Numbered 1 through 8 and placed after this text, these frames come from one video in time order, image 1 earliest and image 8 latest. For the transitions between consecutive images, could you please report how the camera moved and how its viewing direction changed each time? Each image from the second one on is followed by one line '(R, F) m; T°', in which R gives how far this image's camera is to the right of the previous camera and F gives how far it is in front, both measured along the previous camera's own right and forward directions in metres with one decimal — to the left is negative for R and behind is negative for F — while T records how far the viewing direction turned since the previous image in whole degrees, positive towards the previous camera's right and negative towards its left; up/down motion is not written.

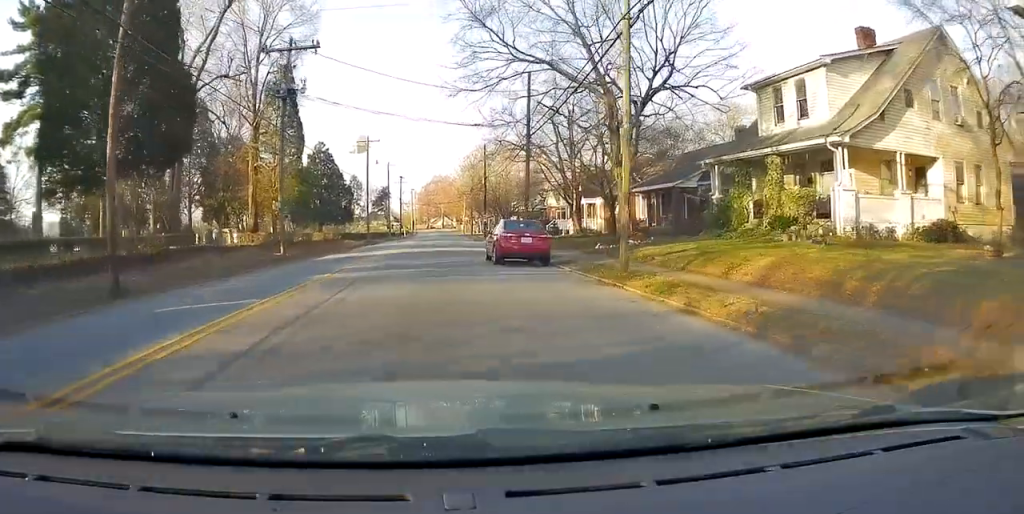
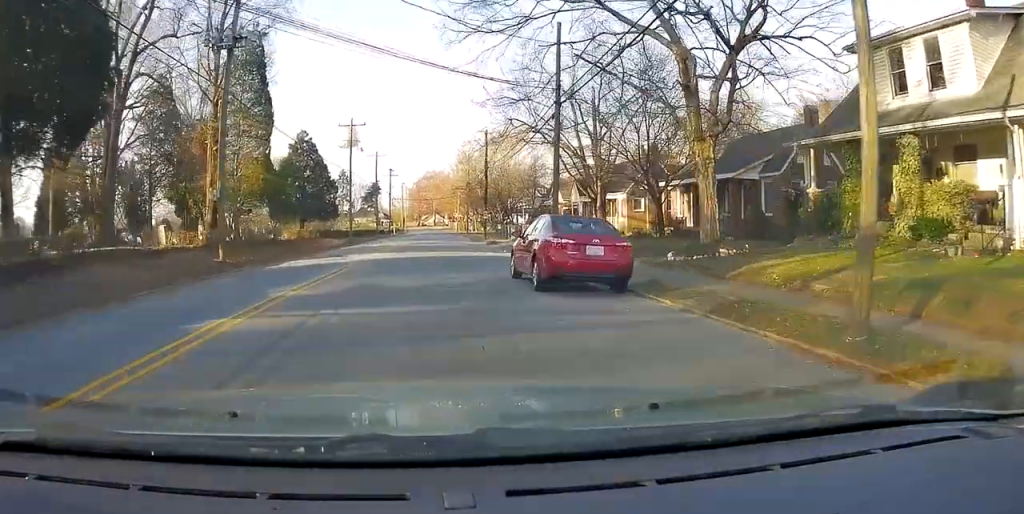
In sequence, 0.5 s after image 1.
(-0.1, +7.9) m; -1°
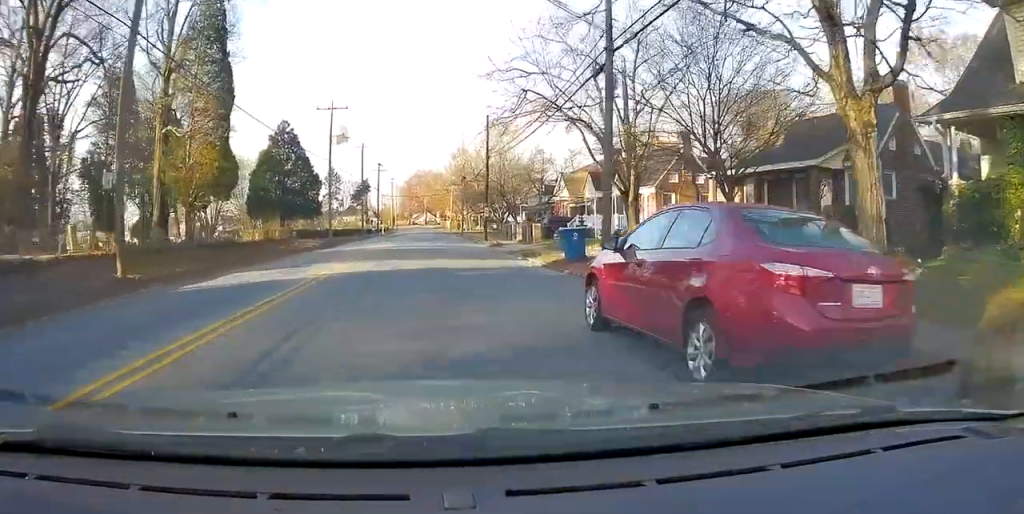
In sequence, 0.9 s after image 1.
(0.0, +7.1) m; +1°
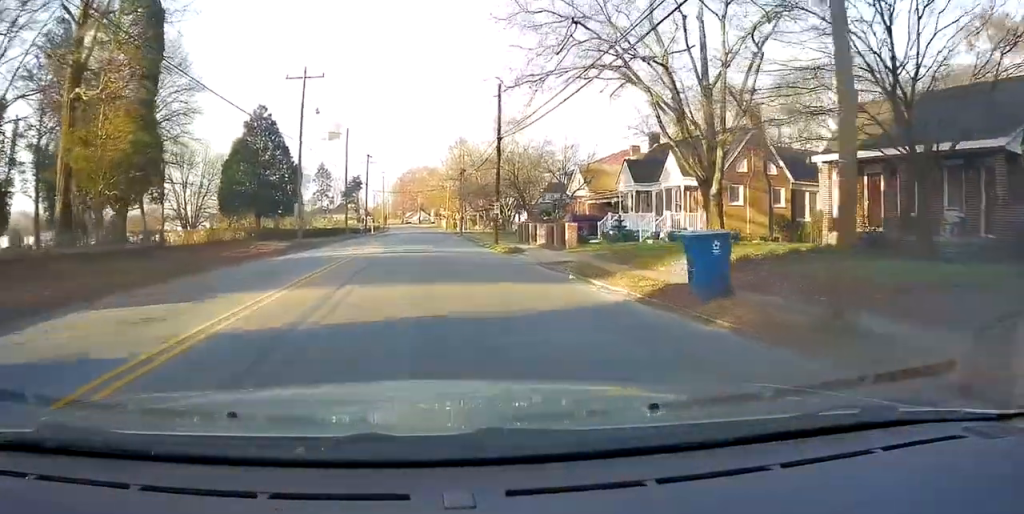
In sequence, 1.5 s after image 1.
(-0.2, +9.2) m; +2°
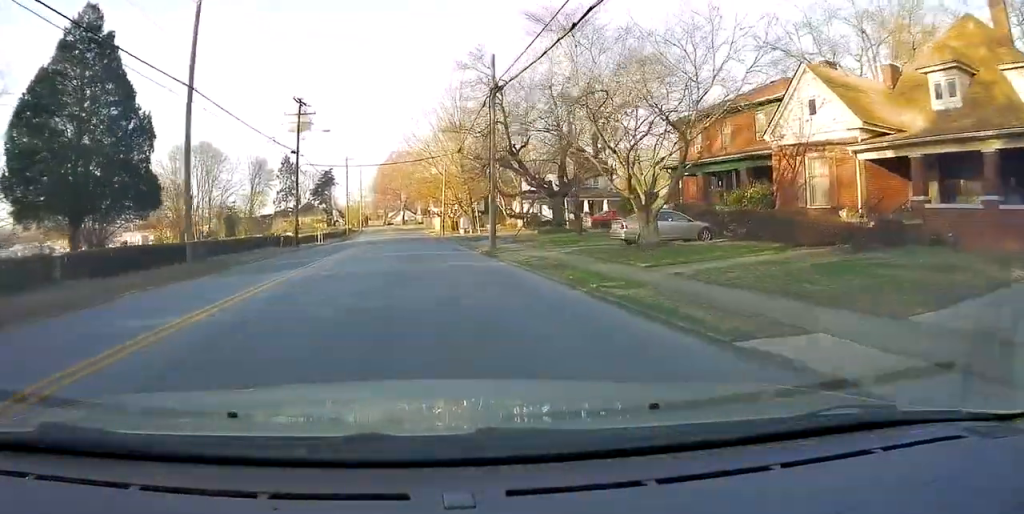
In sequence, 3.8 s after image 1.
(+1.1, +36.8) m; +2°
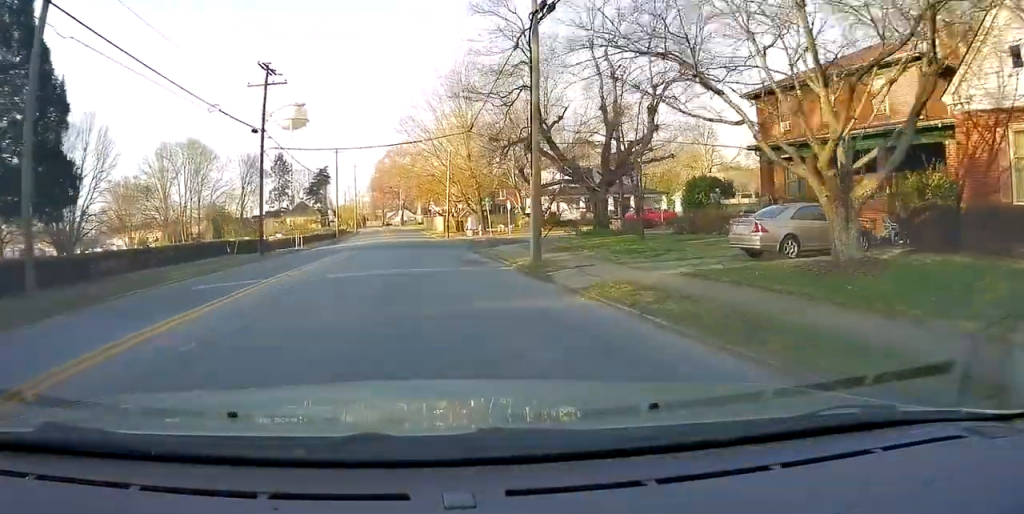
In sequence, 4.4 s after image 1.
(+0.4, +9.5) m; +1°
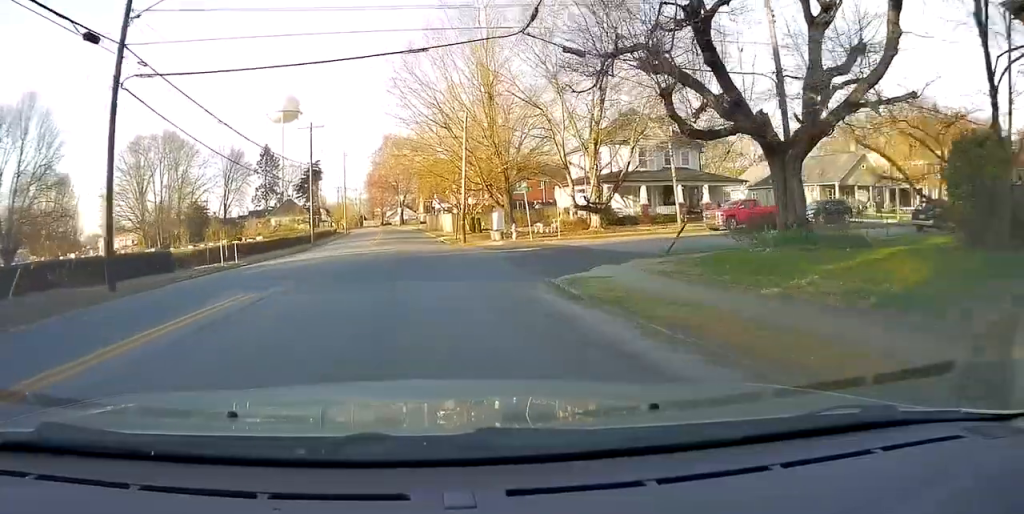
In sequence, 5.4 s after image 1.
(-0.1, +16.8) m; -2°
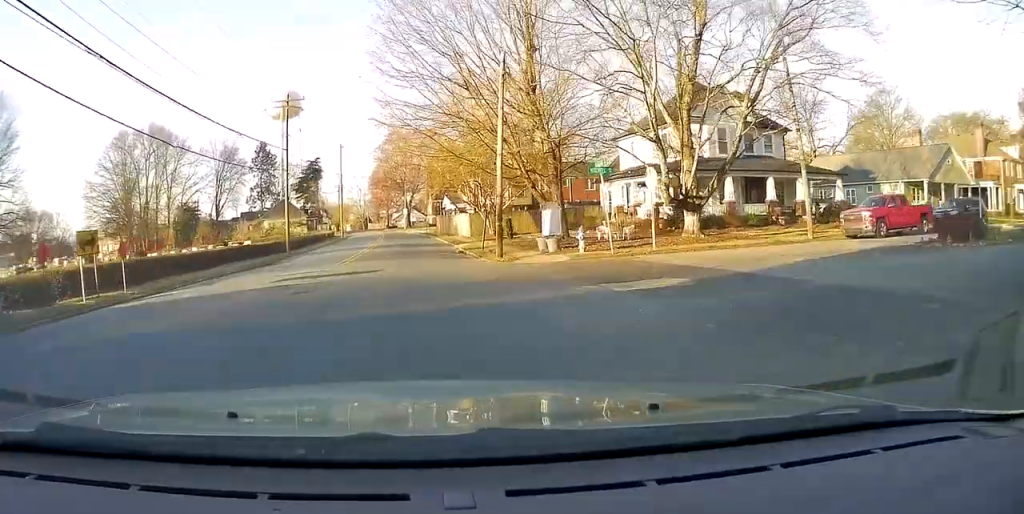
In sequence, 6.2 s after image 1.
(-0.2, +12.3) m; 0°
